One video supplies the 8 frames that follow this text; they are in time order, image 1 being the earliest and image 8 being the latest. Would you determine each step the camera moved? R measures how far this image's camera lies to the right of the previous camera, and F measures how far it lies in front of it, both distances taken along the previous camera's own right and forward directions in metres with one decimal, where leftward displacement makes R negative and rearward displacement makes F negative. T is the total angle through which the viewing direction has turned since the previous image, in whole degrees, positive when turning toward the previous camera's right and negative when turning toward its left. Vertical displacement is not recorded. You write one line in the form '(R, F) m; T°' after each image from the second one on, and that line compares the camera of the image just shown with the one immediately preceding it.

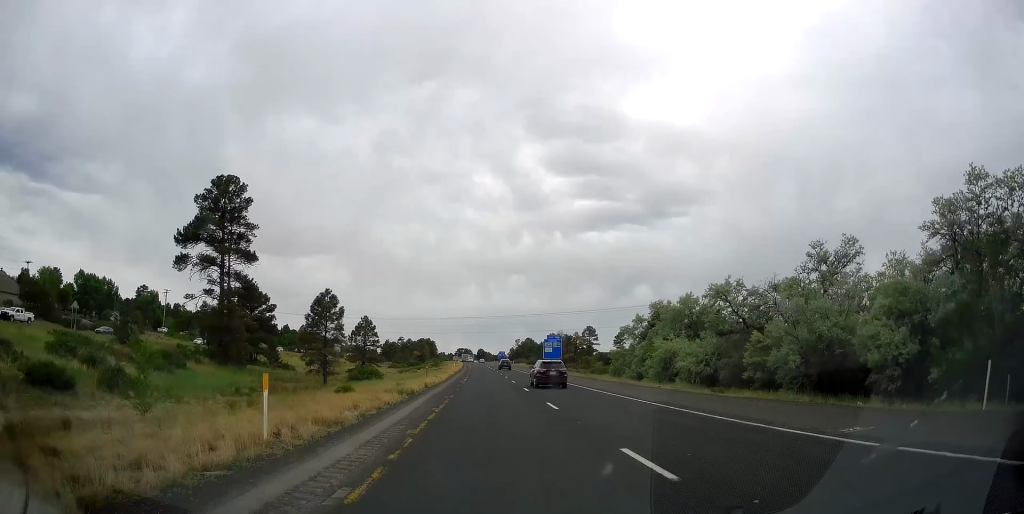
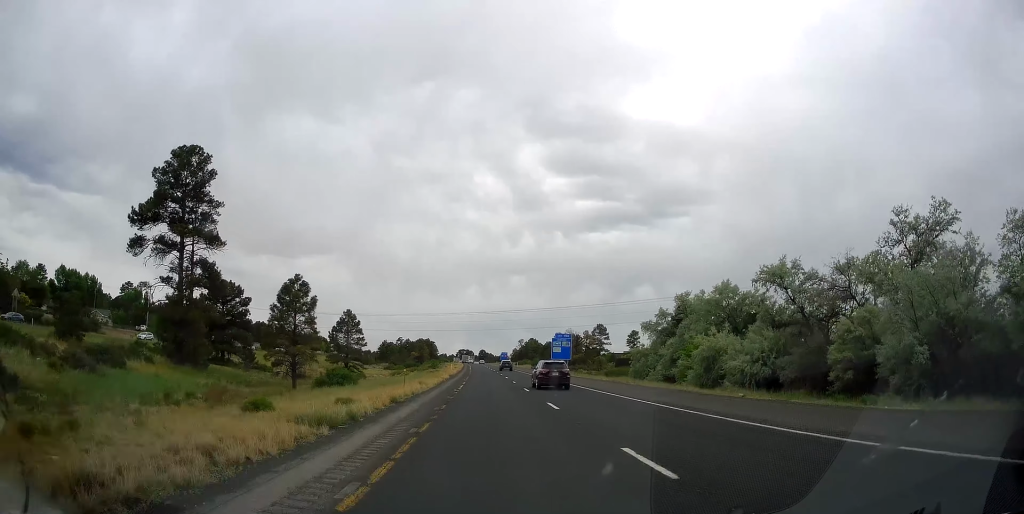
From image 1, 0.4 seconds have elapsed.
(0.0, +12.1) m; 0°
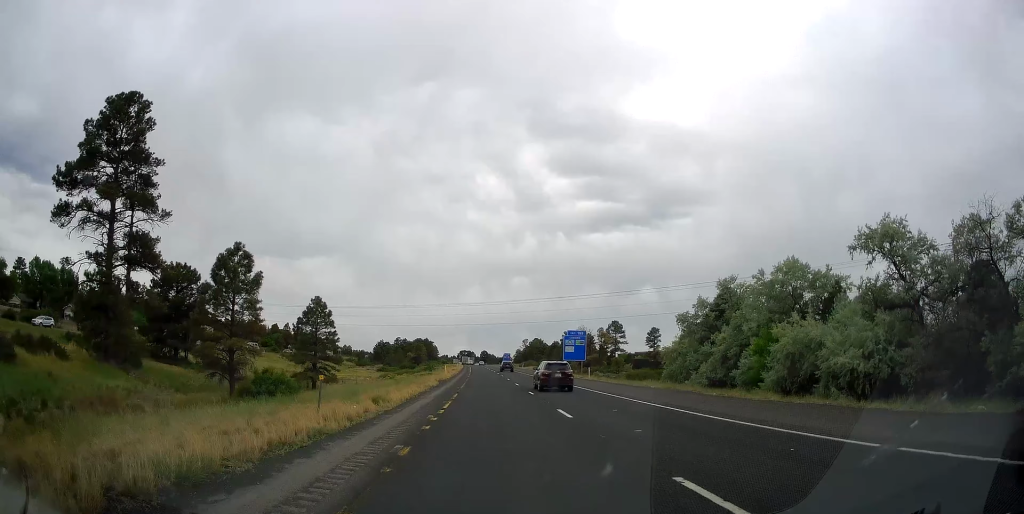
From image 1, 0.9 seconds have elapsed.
(0.0, +15.1) m; -1°
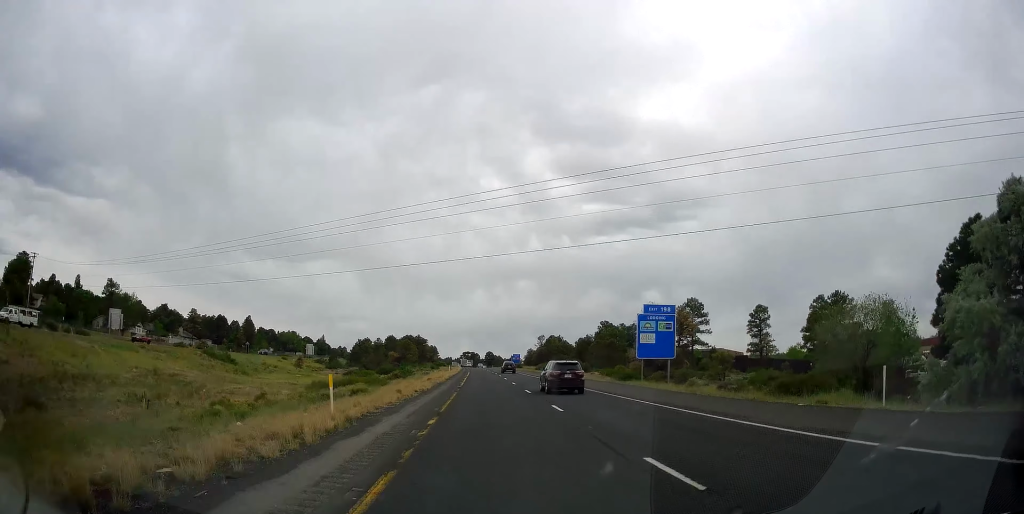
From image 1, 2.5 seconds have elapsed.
(-0.2, +47.3) m; +1°
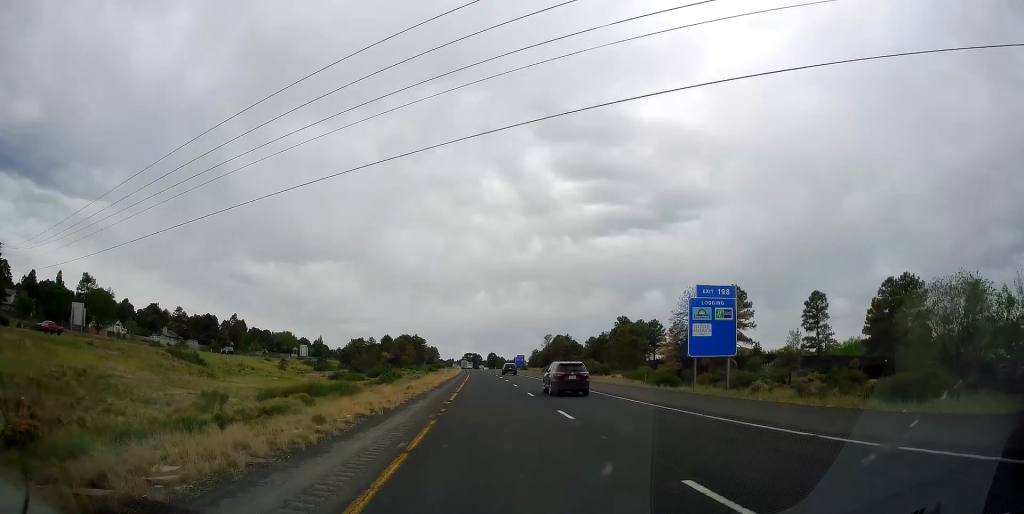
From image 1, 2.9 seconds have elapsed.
(+0.4, +14.1) m; 0°
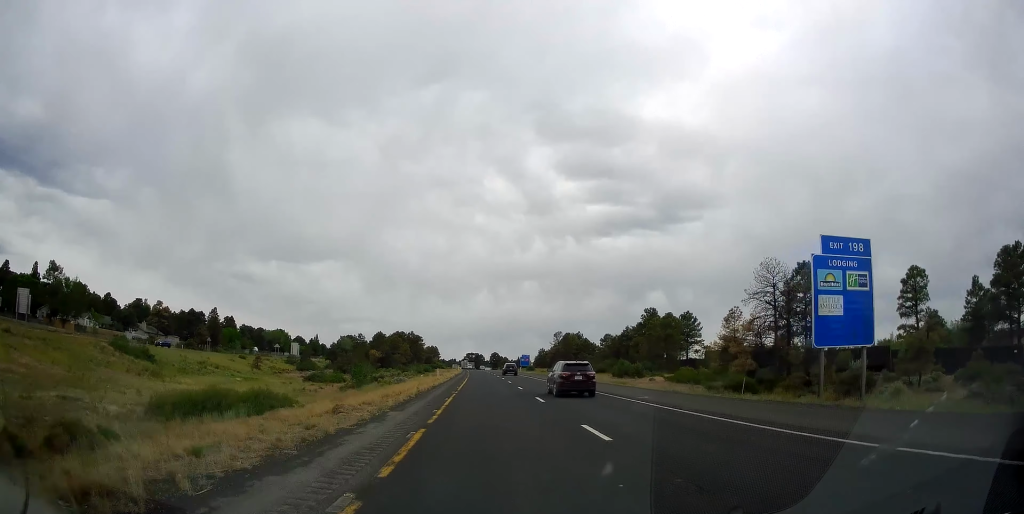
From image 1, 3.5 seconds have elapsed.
(-0.1, +17.1) m; -1°
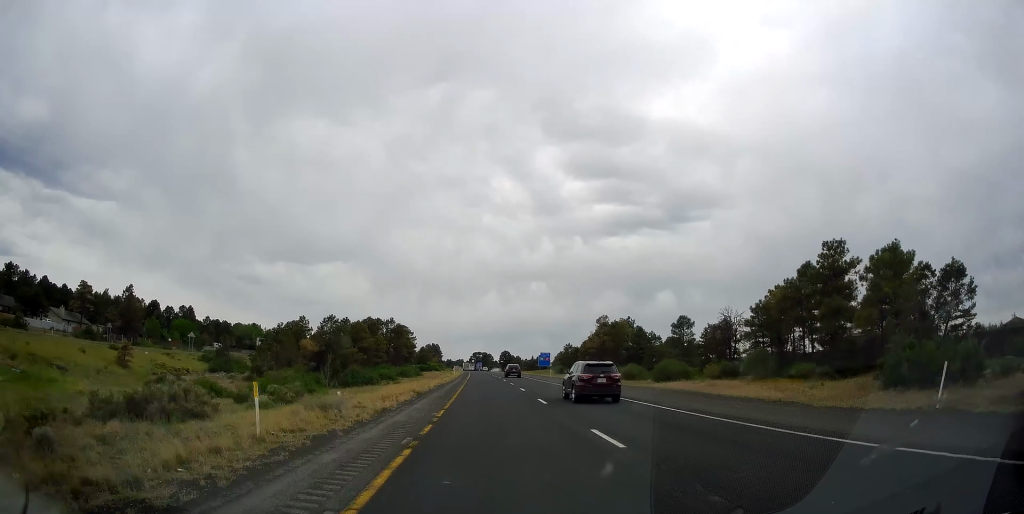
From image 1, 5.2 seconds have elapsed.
(-1.1, +50.4) m; -1°
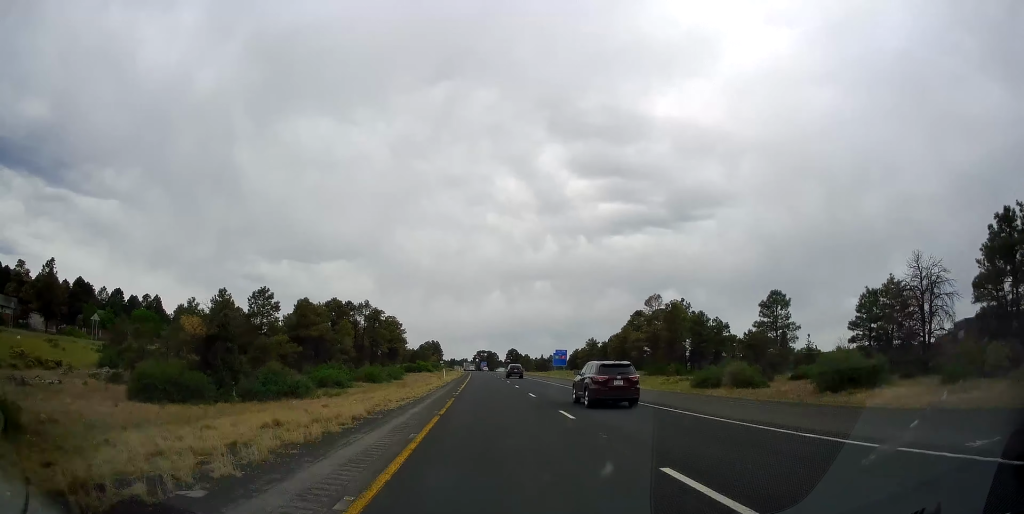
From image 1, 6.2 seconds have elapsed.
(+0.5, +30.5) m; -1°
